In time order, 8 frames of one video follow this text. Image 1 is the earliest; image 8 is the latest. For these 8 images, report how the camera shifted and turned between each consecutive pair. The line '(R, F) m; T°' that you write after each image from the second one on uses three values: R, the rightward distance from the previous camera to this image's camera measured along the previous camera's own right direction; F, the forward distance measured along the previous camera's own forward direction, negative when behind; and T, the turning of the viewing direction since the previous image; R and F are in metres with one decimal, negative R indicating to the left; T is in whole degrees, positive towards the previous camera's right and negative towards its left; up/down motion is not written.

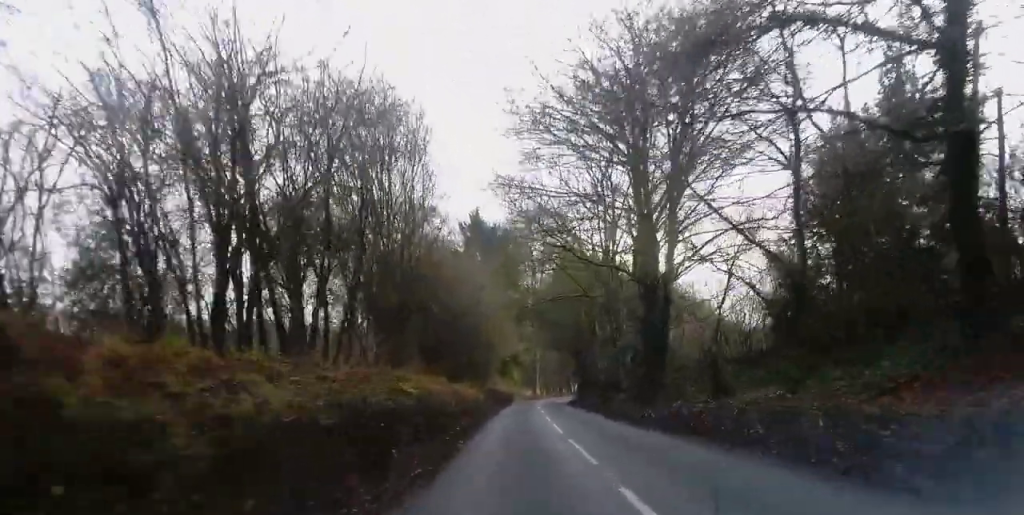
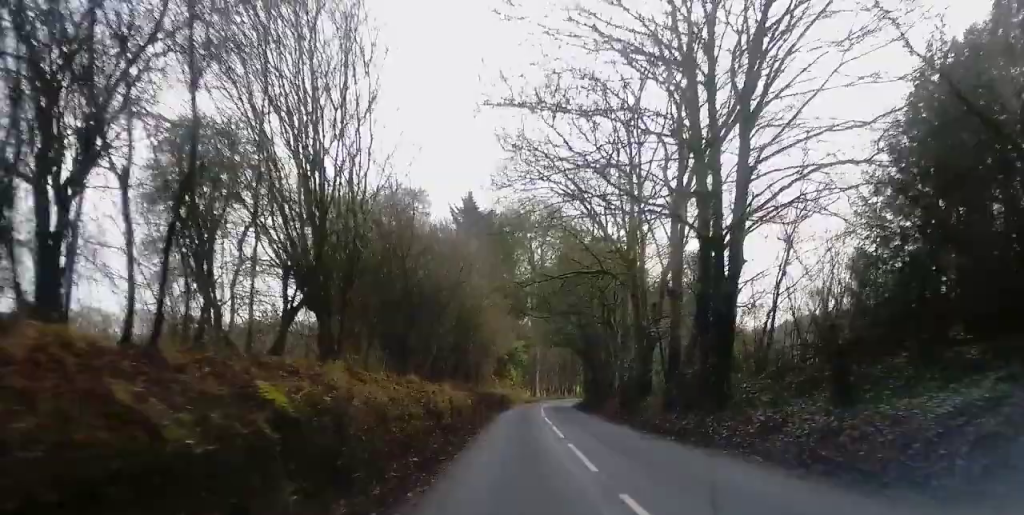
(+0.1, +8.8) m; +1°
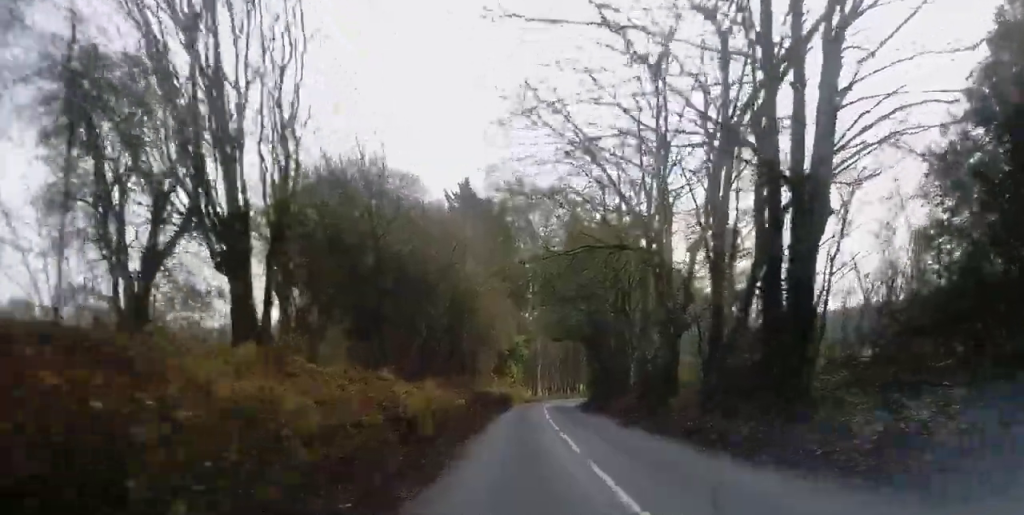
(0.0, +8.6) m; 0°
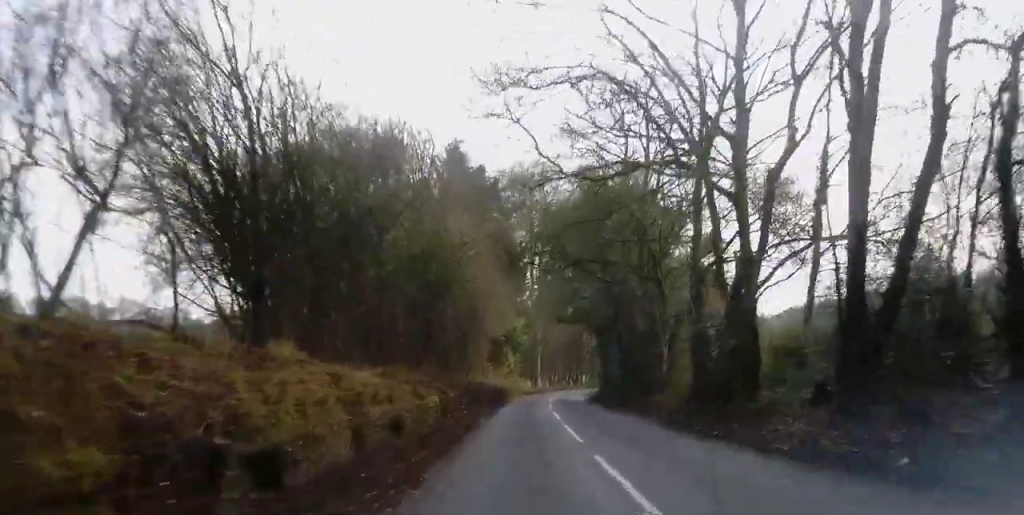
(0.0, +8.3) m; 0°
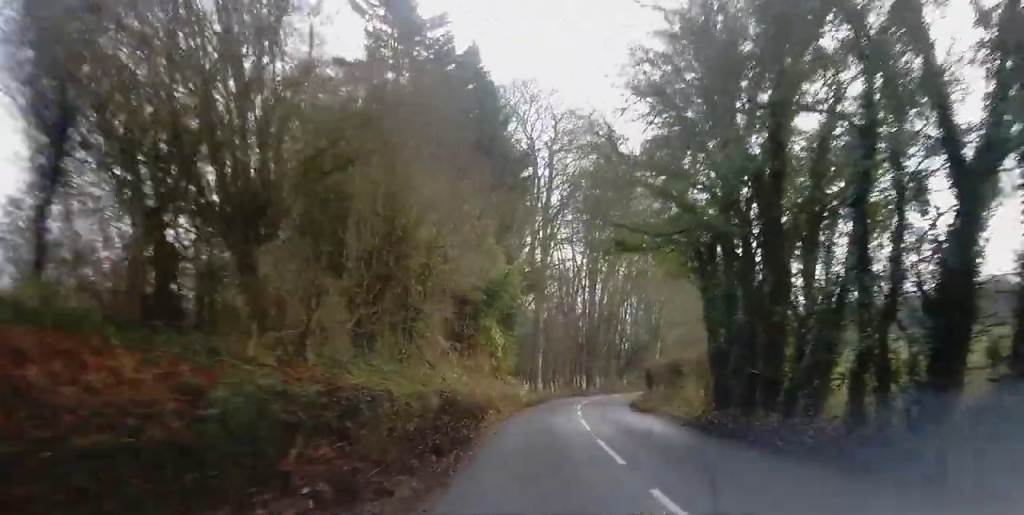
(0.0, +29.4) m; 0°
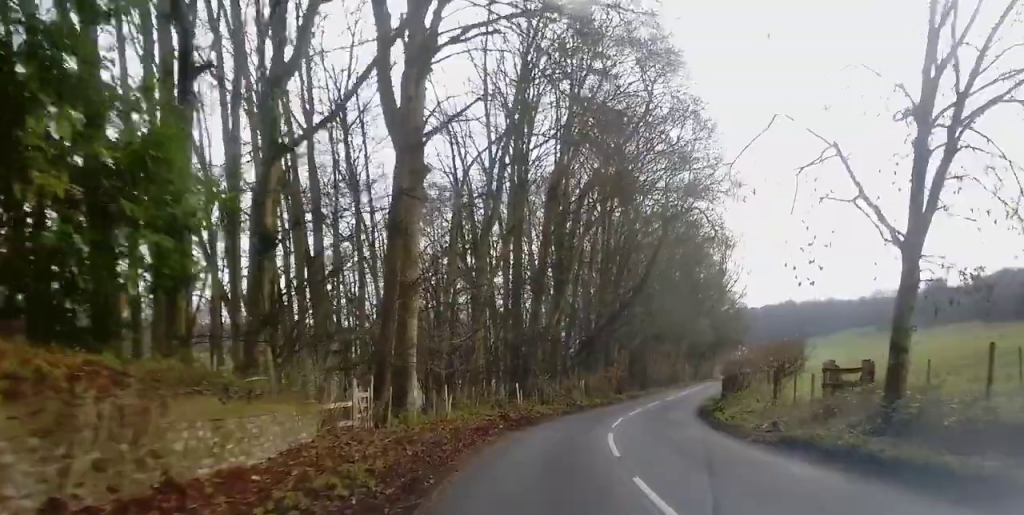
(+0.2, +44.1) m; +5°
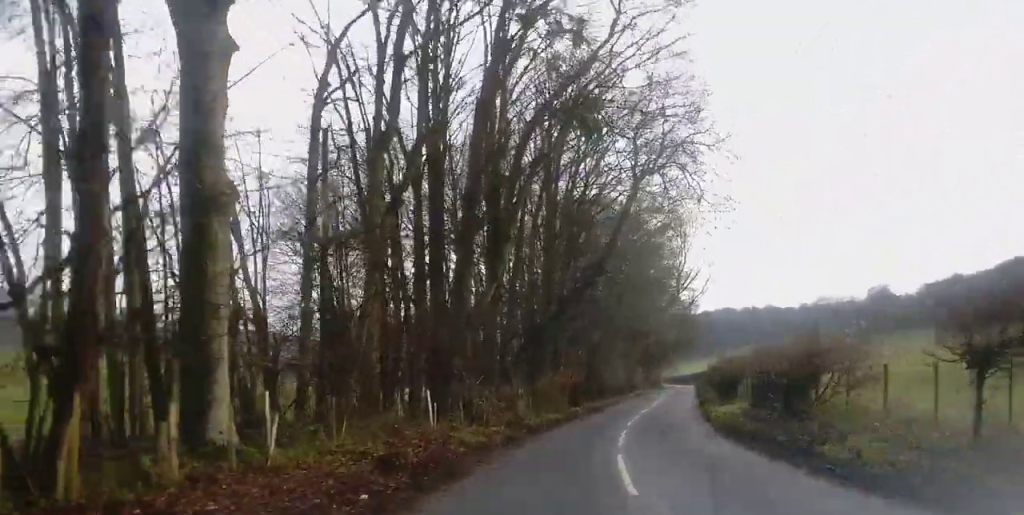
(+1.0, +12.2) m; +6°
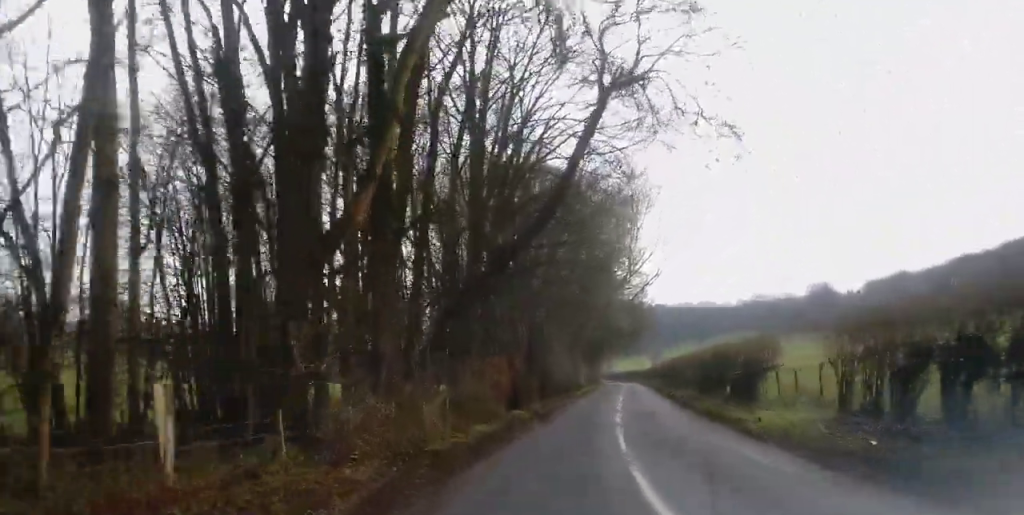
(+0.6, +11.2) m; +6°
